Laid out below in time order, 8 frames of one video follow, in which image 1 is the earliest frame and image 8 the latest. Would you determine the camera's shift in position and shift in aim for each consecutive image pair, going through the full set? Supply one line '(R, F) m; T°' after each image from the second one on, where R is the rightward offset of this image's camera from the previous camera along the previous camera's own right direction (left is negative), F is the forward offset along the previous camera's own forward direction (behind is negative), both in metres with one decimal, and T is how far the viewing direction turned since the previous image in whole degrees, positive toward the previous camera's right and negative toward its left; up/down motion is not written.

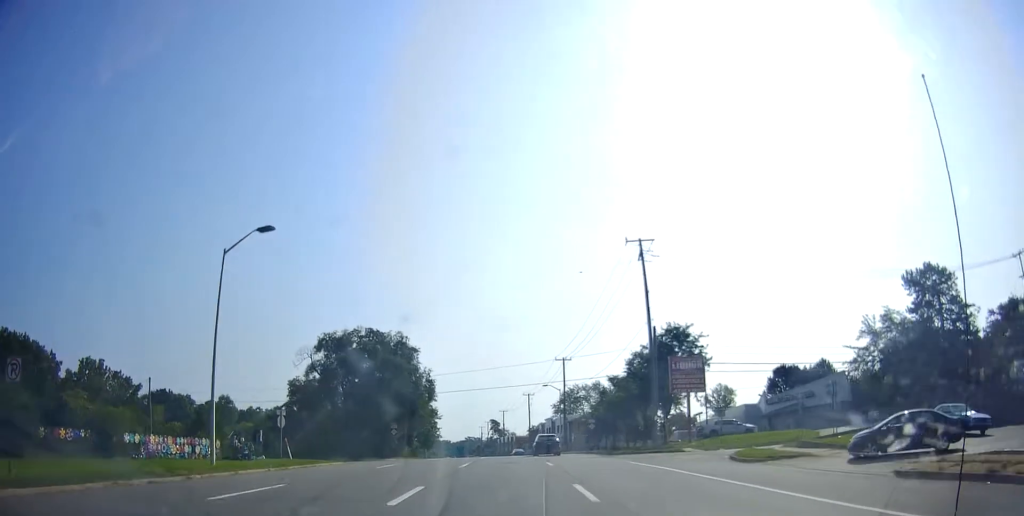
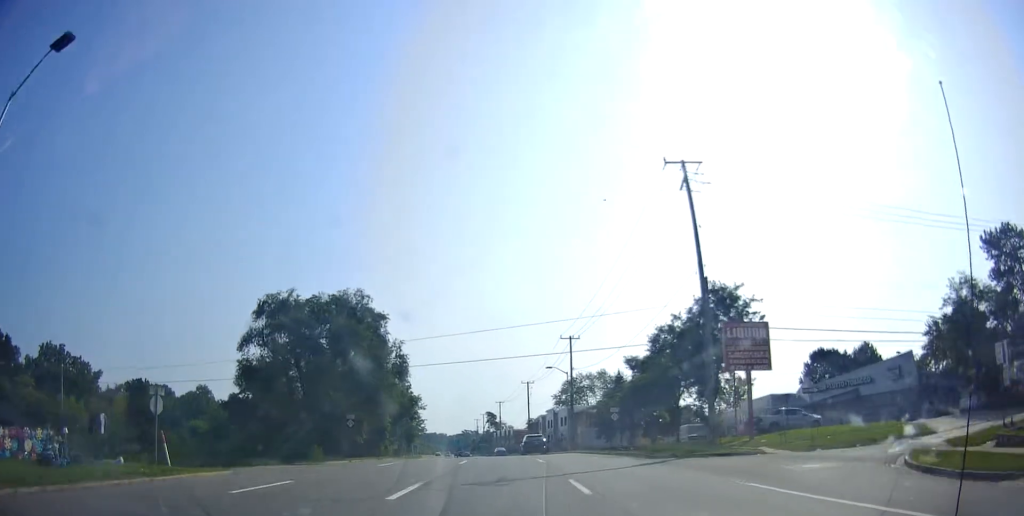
(-0.5, +14.3) m; -4°
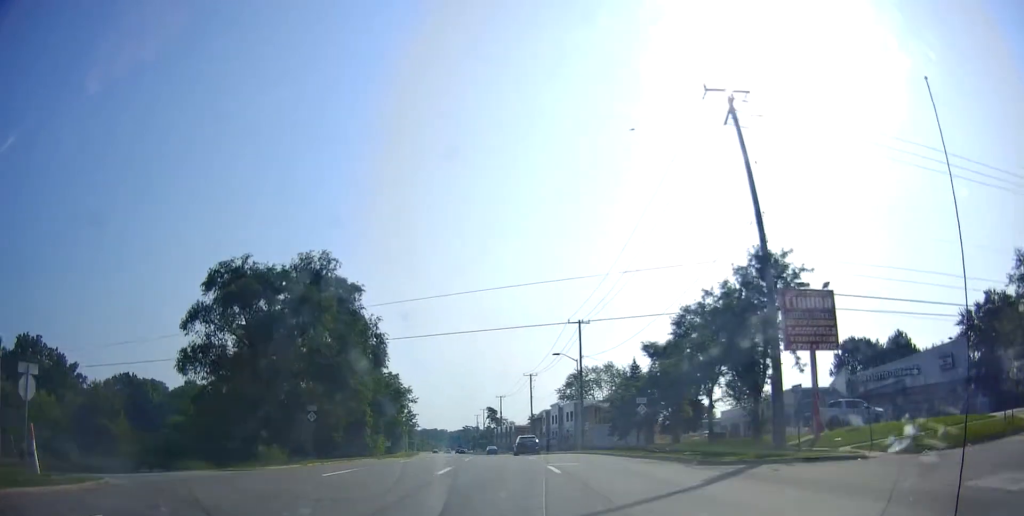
(-0.4, +8.6) m; -1°
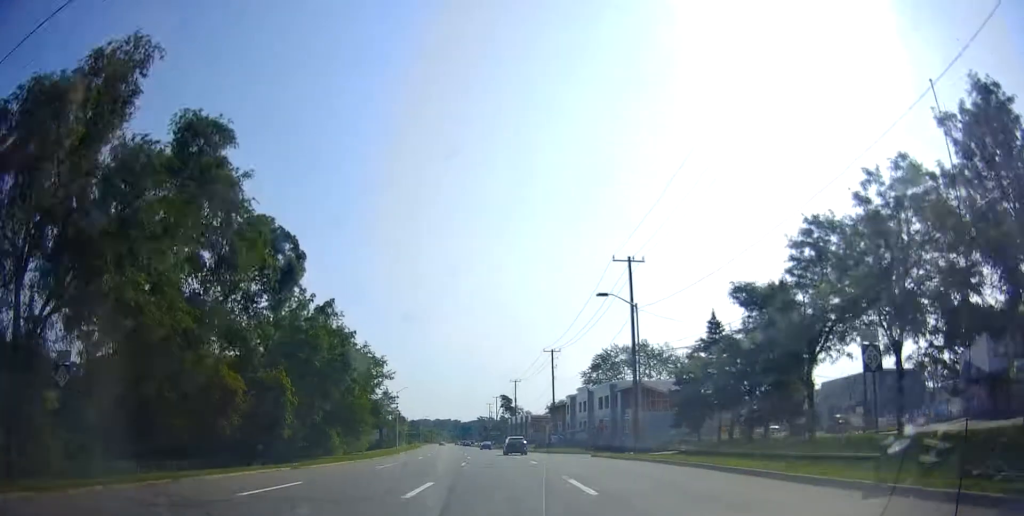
(+0.8, +21.6) m; +2°
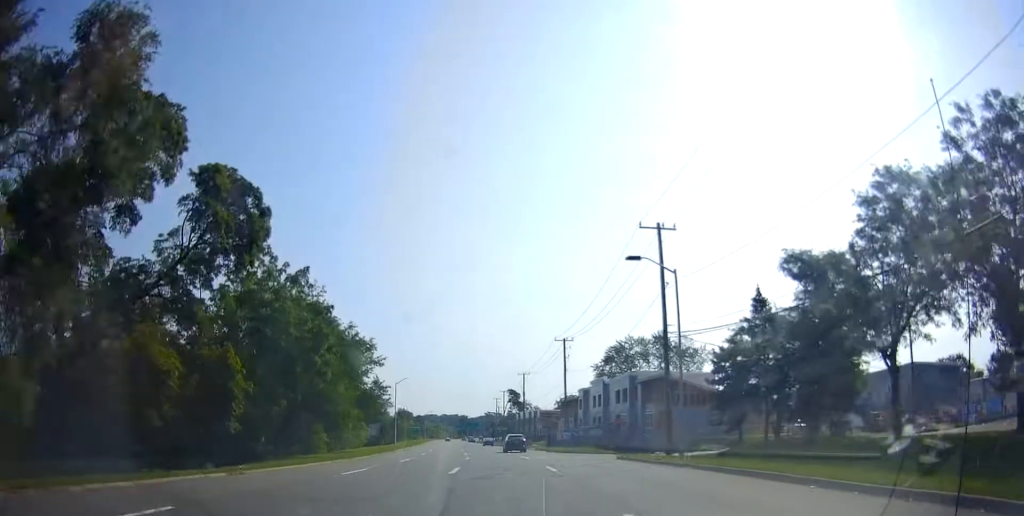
(0.0, +6.8) m; 0°
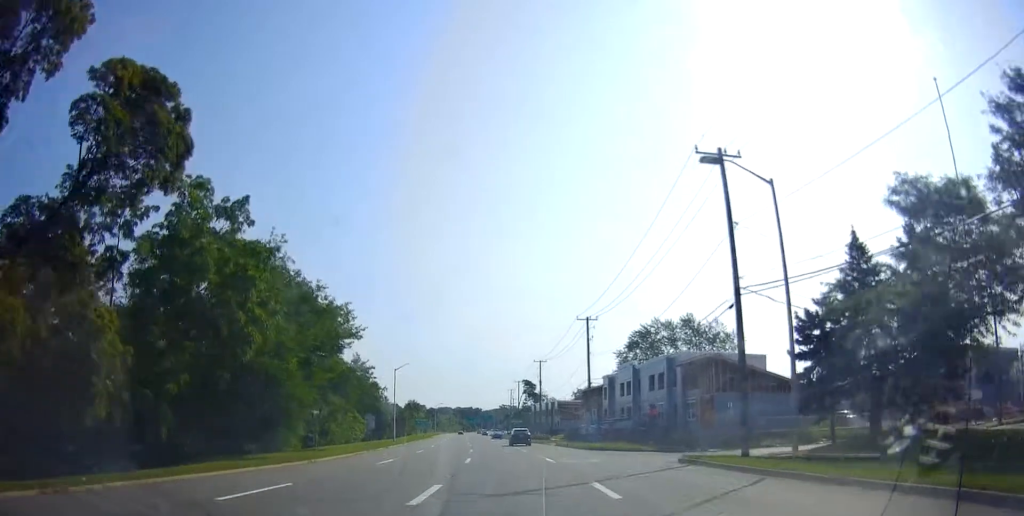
(+0.1, +10.0) m; -2°
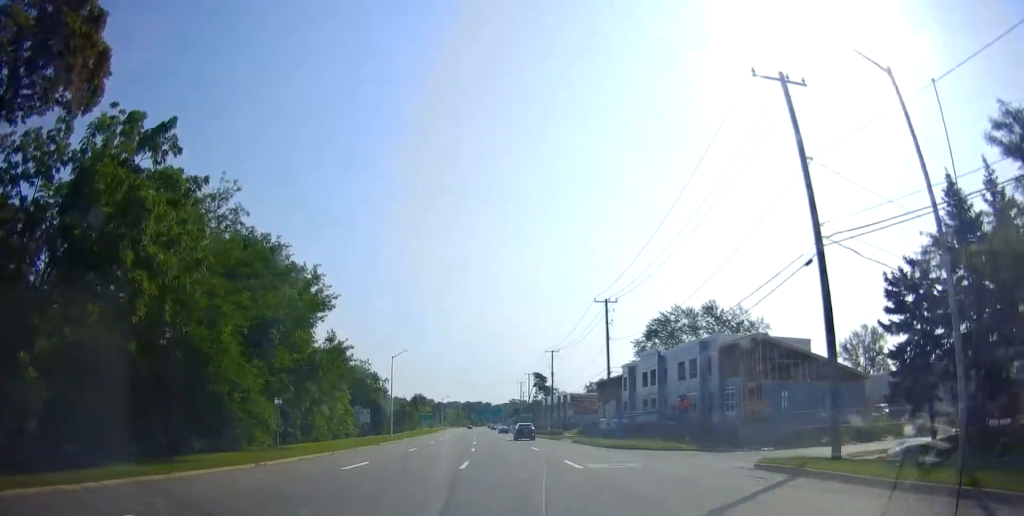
(0.0, +7.1) m; -2°
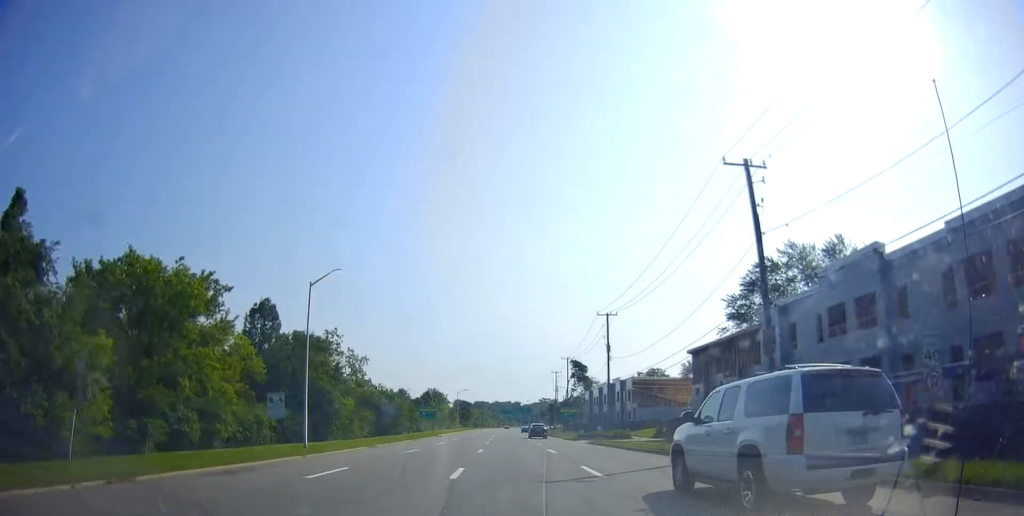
(-1.8, +33.7) m; -3°
